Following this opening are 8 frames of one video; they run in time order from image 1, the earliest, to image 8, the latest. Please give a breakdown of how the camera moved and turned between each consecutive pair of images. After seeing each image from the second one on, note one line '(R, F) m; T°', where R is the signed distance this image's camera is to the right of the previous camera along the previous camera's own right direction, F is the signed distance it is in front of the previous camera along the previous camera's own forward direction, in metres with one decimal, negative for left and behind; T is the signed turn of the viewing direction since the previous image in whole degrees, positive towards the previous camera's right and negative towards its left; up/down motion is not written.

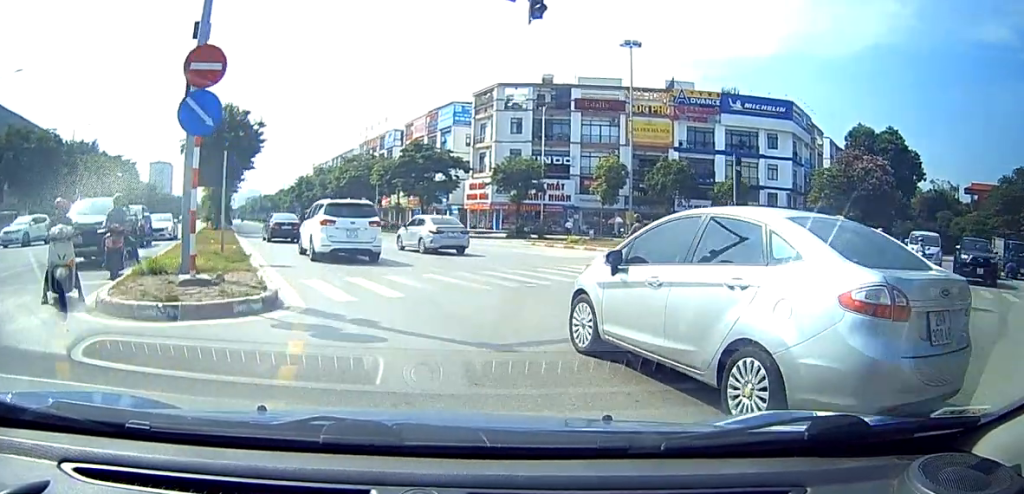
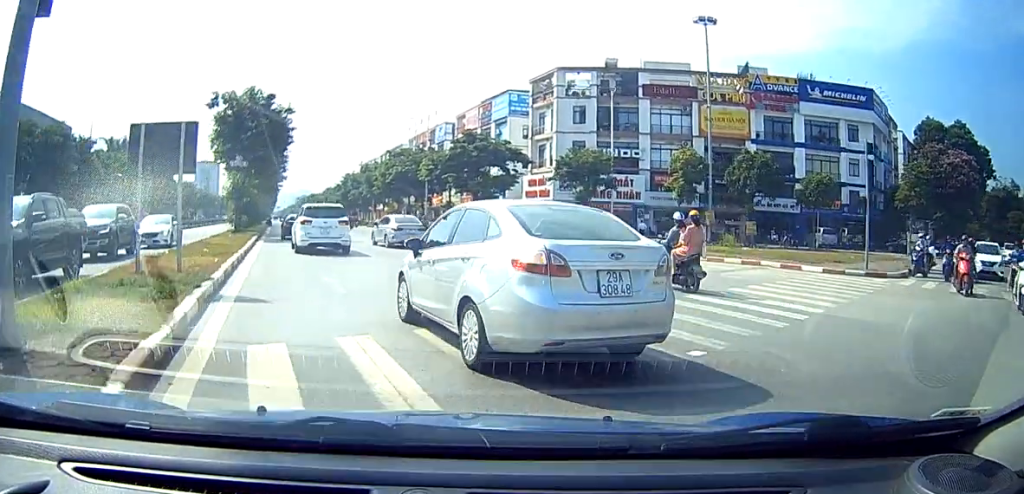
(-0.2, +5.5) m; -9°
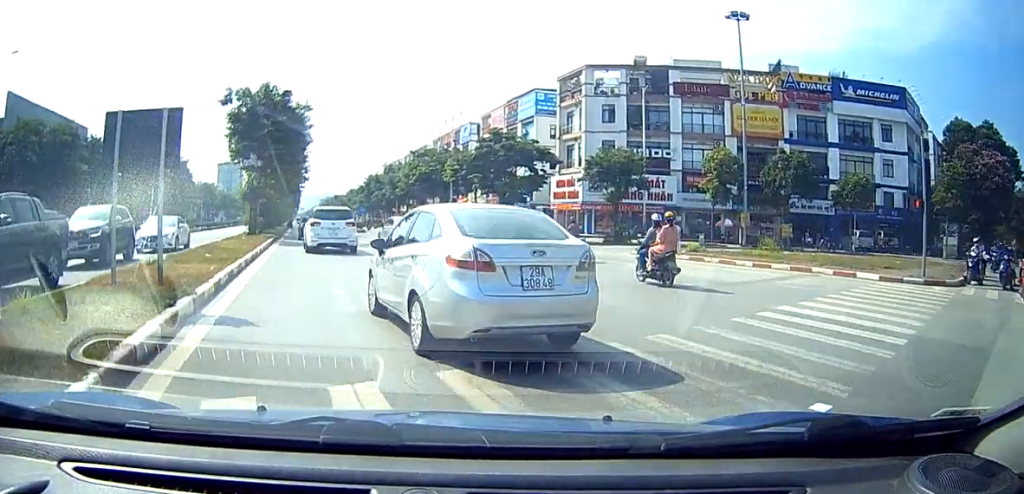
(-0.1, +1.6) m; -4°
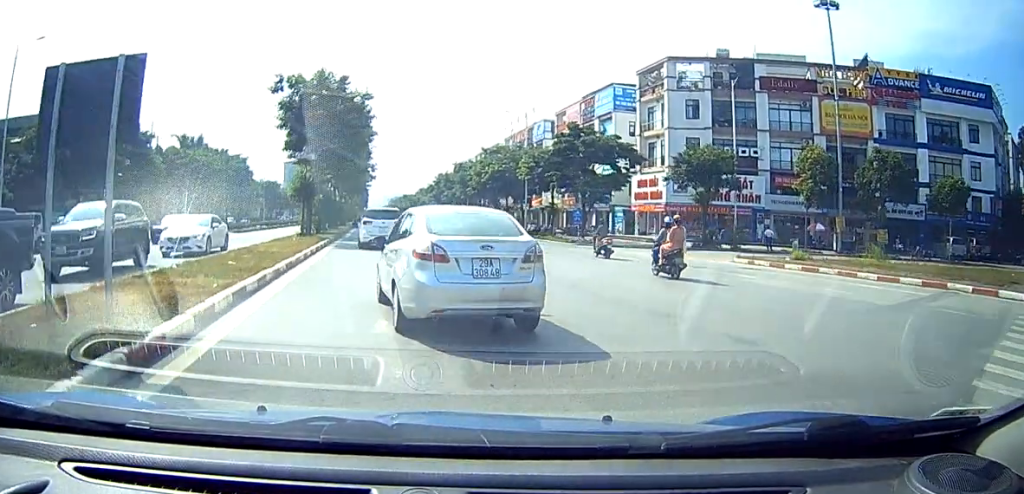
(-0.1, +3.2) m; -4°
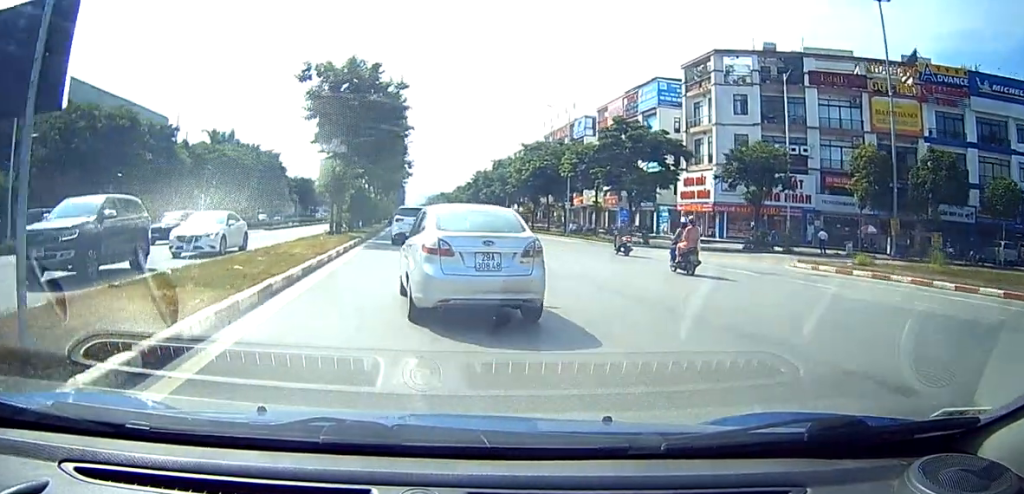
(0.0, +1.7) m; -2°
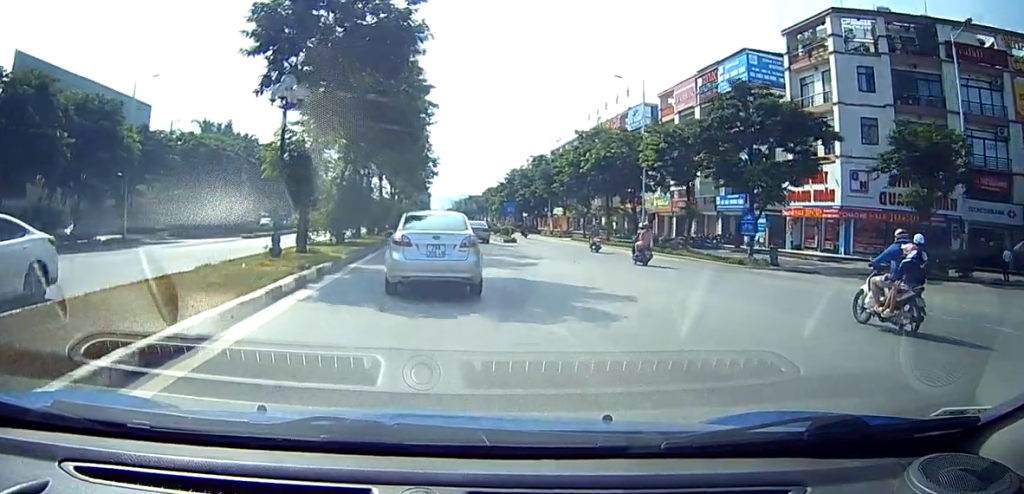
(-1.2, +9.9) m; -13°
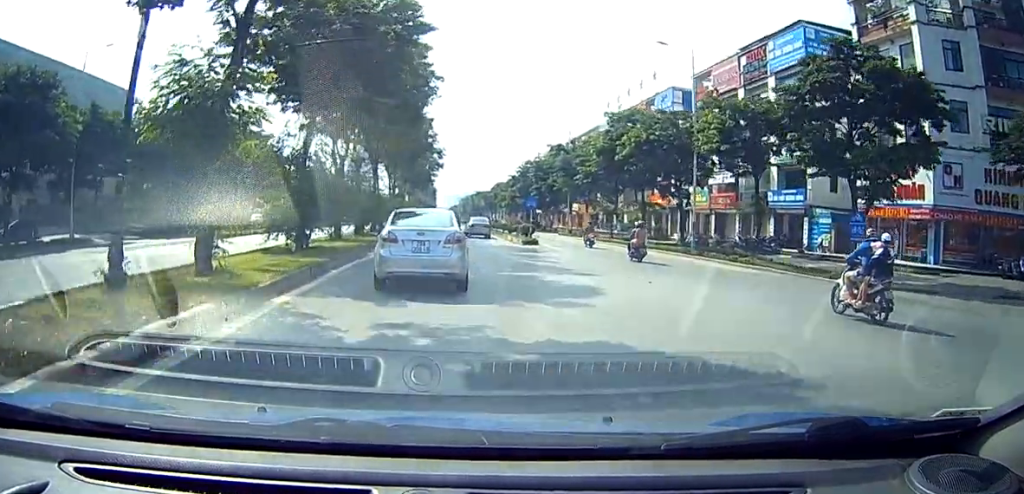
(-0.2, +4.7) m; -10°
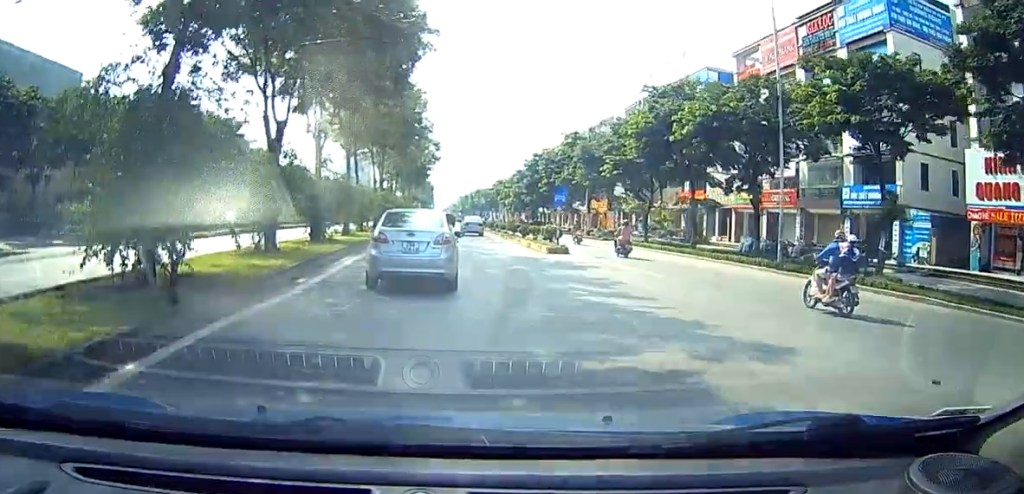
(-0.9, +5.6) m; -11°
